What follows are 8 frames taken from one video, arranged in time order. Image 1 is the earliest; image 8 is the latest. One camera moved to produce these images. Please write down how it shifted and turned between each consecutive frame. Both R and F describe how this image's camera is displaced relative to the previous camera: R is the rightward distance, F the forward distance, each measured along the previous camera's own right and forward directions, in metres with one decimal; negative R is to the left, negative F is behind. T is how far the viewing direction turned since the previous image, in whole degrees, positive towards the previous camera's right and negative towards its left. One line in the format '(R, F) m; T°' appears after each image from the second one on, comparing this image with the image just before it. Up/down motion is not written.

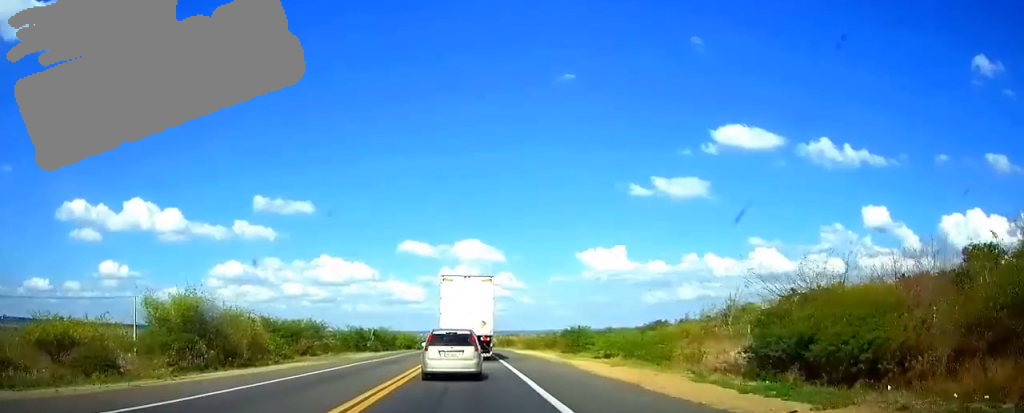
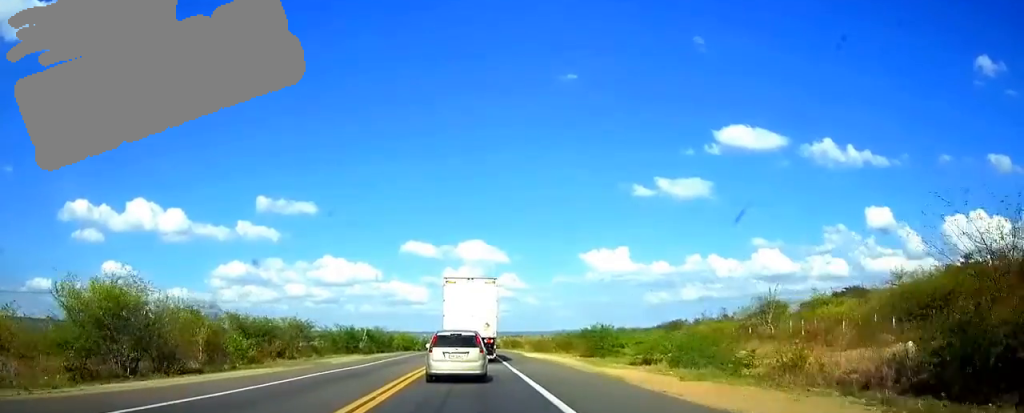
(0.0, +9.1) m; 0°
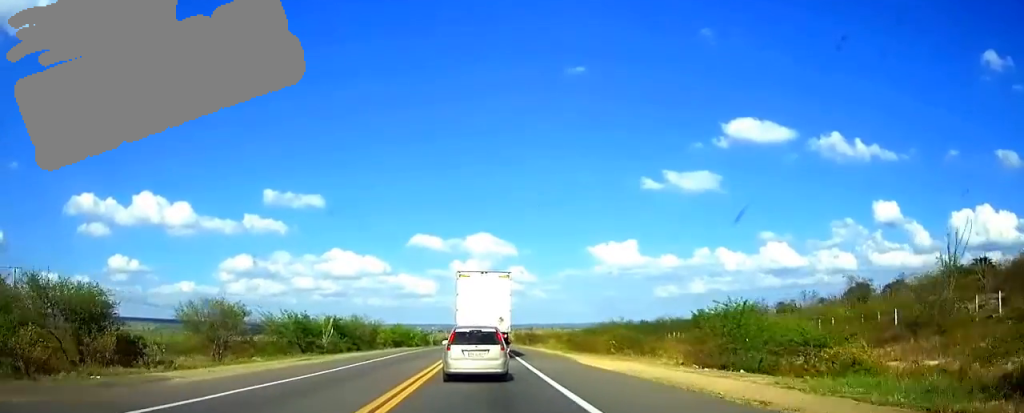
(0.0, +25.7) m; 0°
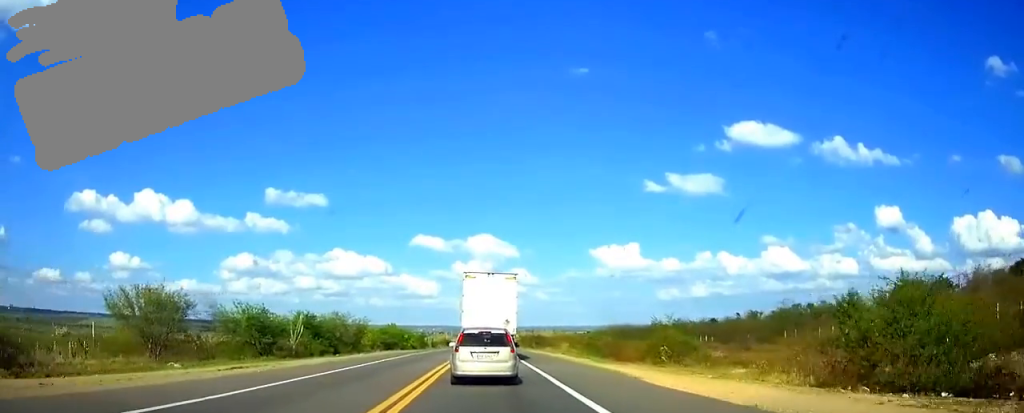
(0.0, +11.5) m; 0°
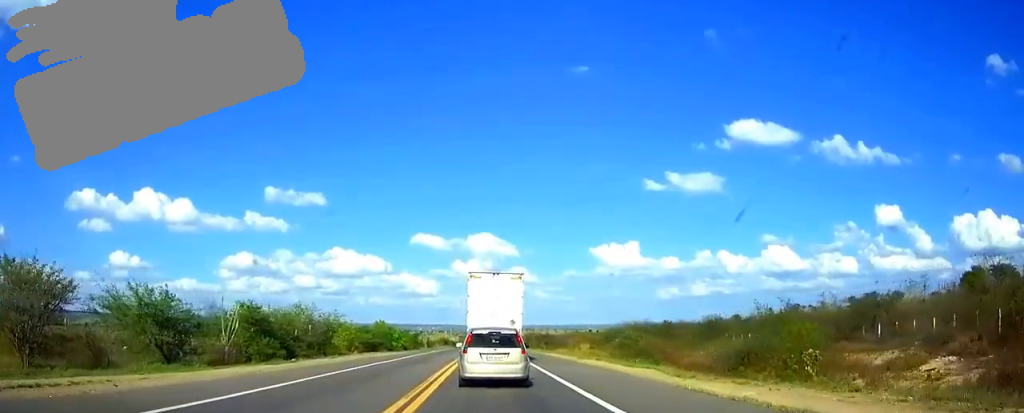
(0.0, +14.5) m; 0°
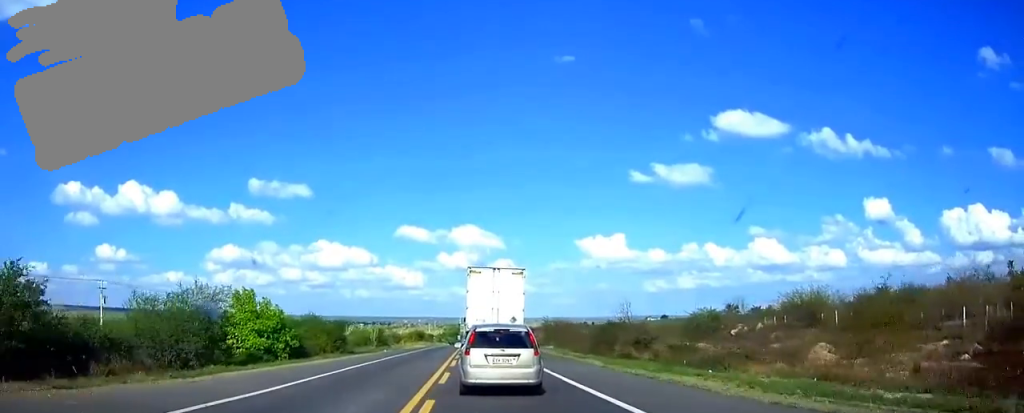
(+0.2, +60.0) m; +1°
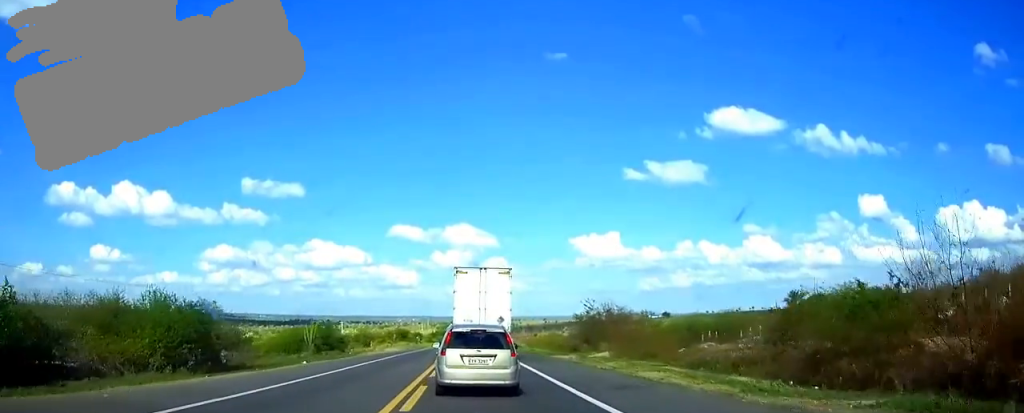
(+0.2, +31.9) m; +1°
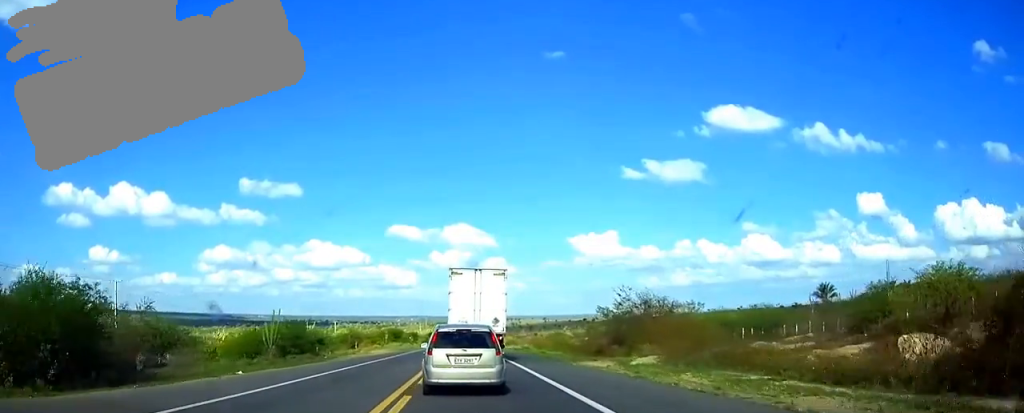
(0.0, +10.8) m; 0°
